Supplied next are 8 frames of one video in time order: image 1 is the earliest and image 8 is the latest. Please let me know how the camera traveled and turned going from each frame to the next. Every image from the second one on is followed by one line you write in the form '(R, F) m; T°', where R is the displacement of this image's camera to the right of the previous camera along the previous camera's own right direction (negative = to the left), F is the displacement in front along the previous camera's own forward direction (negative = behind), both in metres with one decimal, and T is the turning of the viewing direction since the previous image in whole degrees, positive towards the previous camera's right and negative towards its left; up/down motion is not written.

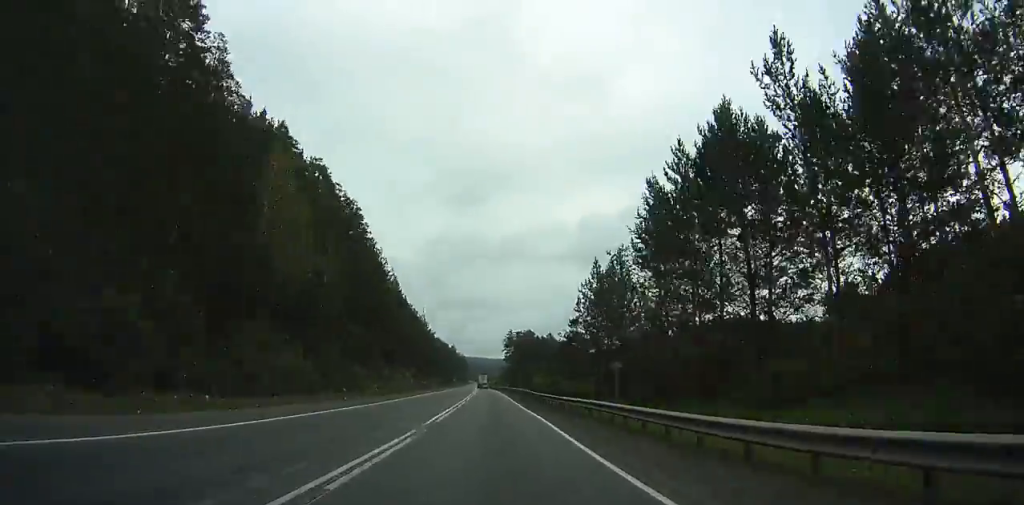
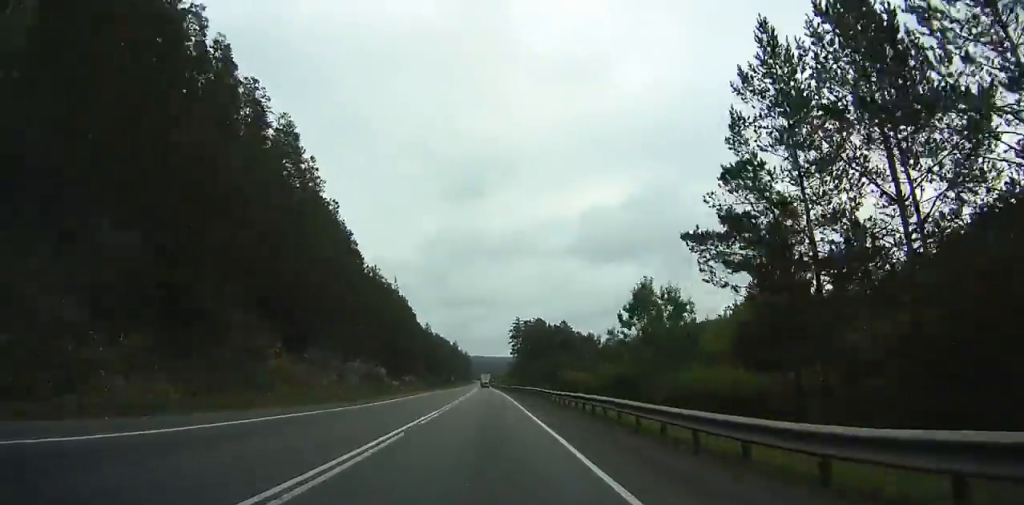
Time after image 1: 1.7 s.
(-1.2, +38.2) m; -3°
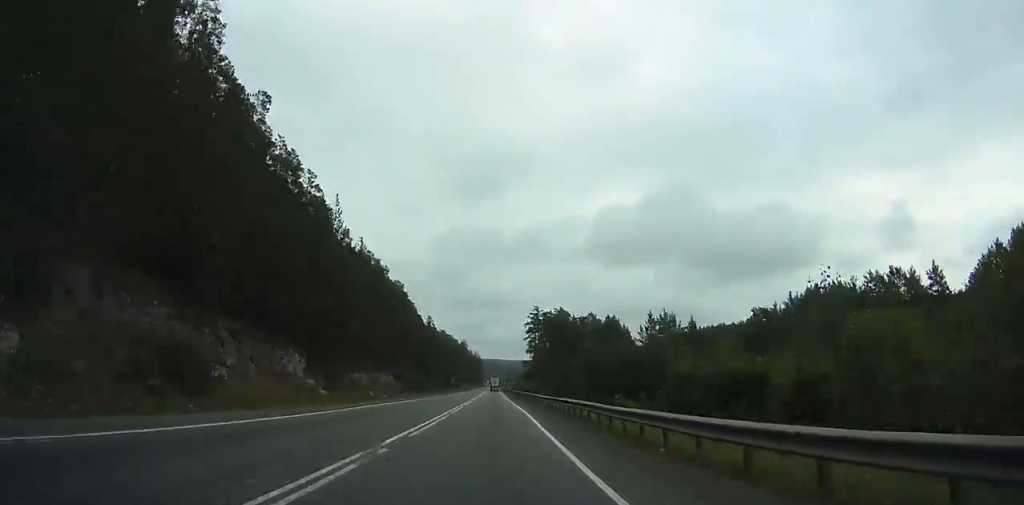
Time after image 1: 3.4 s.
(-0.6, +38.4) m; -1°
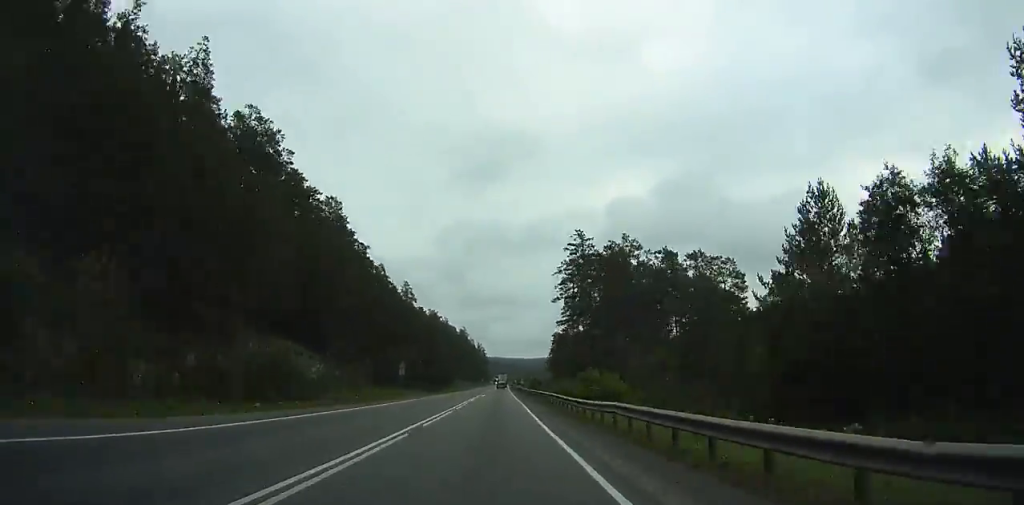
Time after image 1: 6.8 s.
(-0.8, +78.0) m; -1°
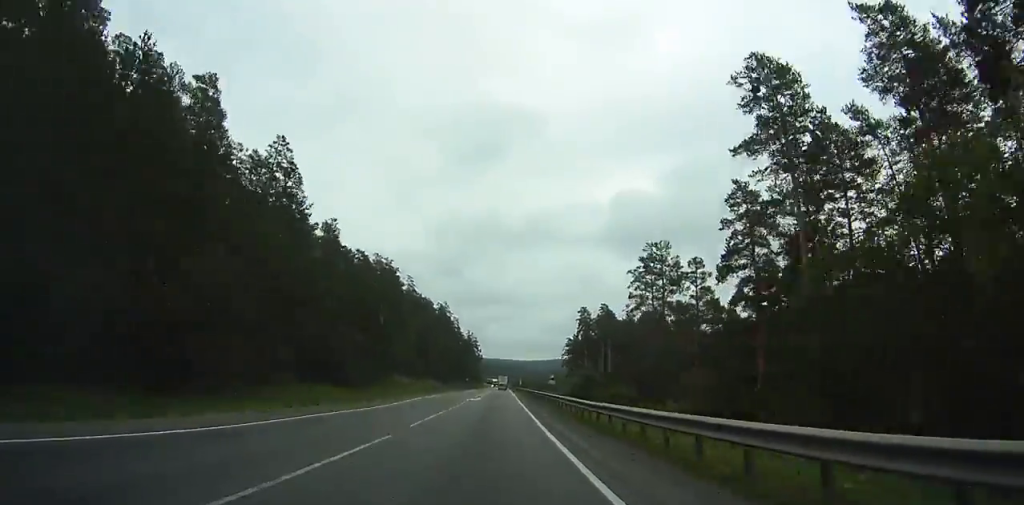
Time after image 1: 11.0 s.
(-0.3, +99.1) m; 0°
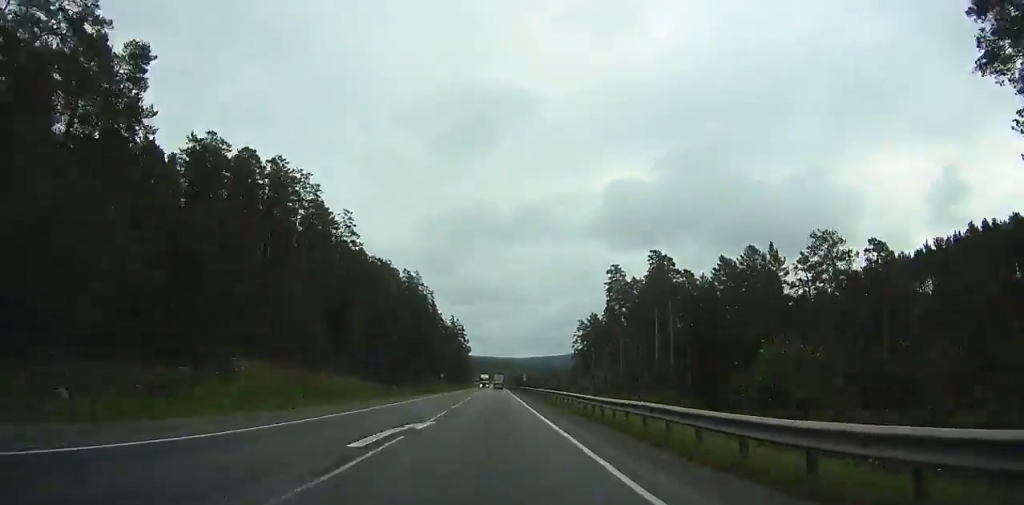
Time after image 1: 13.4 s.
(-0.1, +57.6) m; 0°
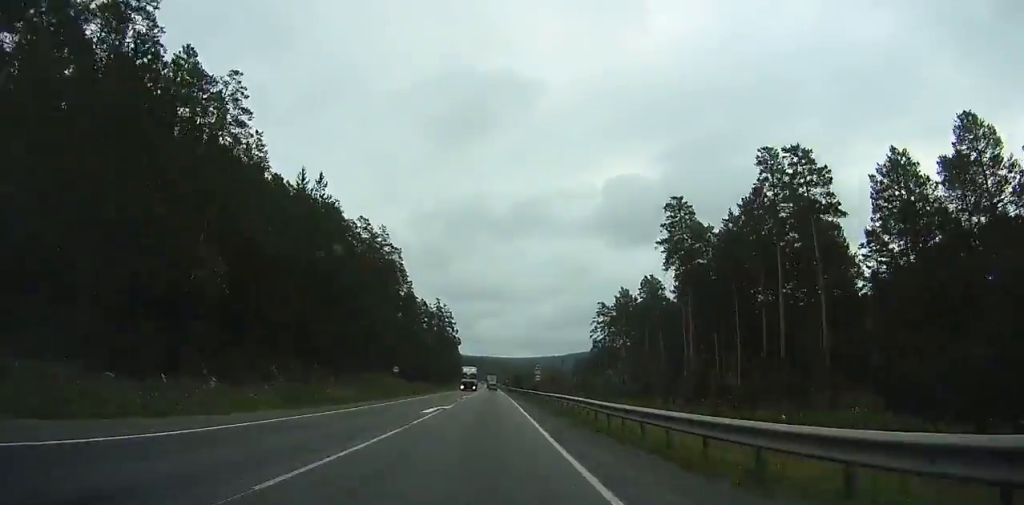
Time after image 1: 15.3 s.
(+0.4, +45.8) m; 0°
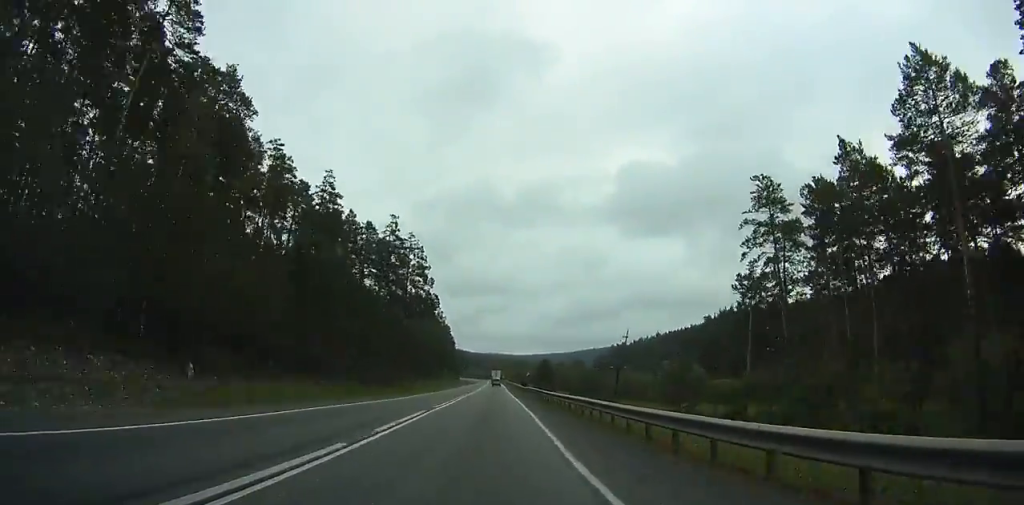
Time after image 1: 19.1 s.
(0.0, +91.0) m; -1°
